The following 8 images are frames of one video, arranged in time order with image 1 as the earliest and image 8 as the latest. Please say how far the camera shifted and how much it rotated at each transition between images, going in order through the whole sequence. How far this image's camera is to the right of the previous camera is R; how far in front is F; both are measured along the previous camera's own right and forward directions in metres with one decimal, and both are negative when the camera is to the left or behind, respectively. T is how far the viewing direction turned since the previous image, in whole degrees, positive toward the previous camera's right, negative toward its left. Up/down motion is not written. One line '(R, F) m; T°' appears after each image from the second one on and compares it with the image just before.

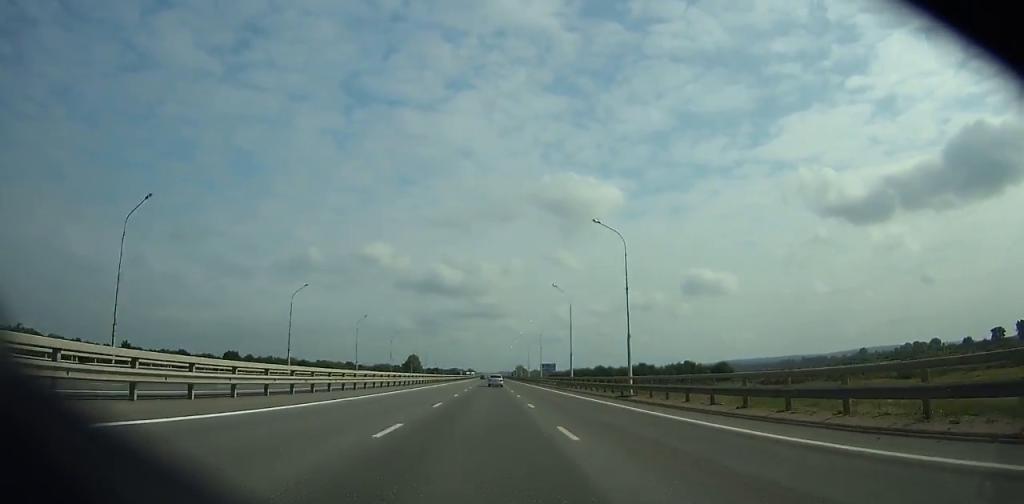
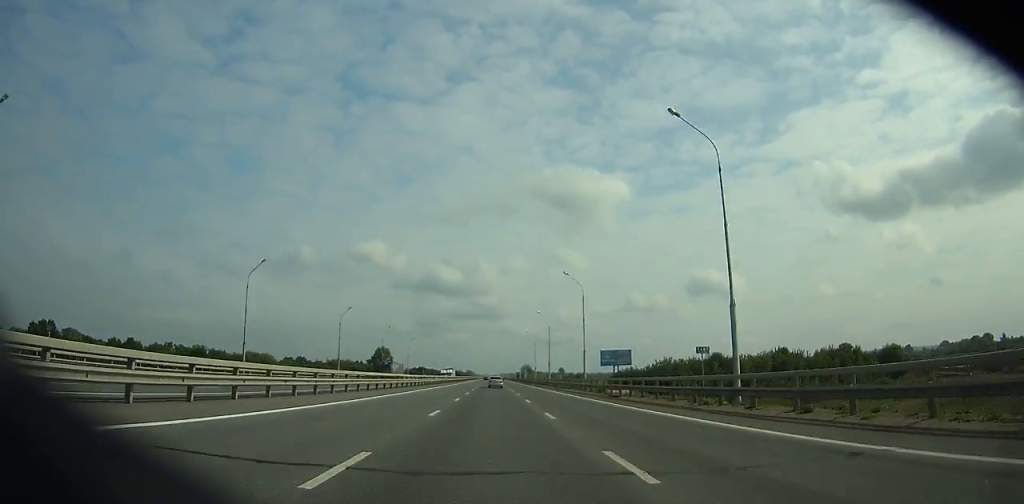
(-0.3, +134.3) m; 0°
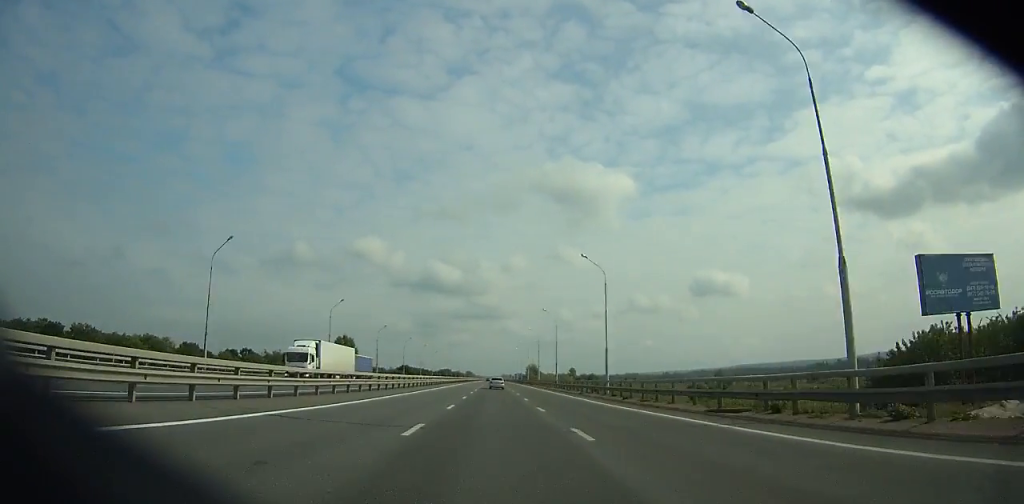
(+0.7, +88.2) m; 0°
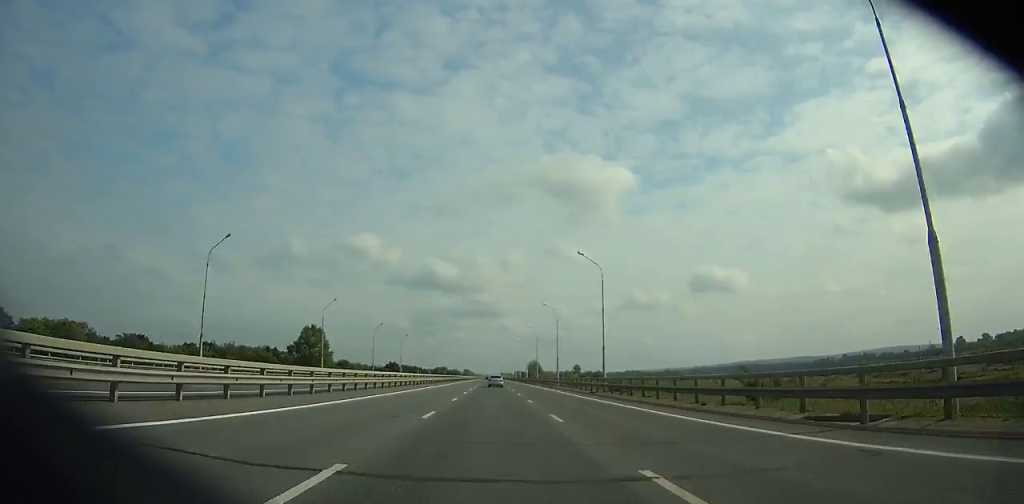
(0.0, +43.4) m; 0°
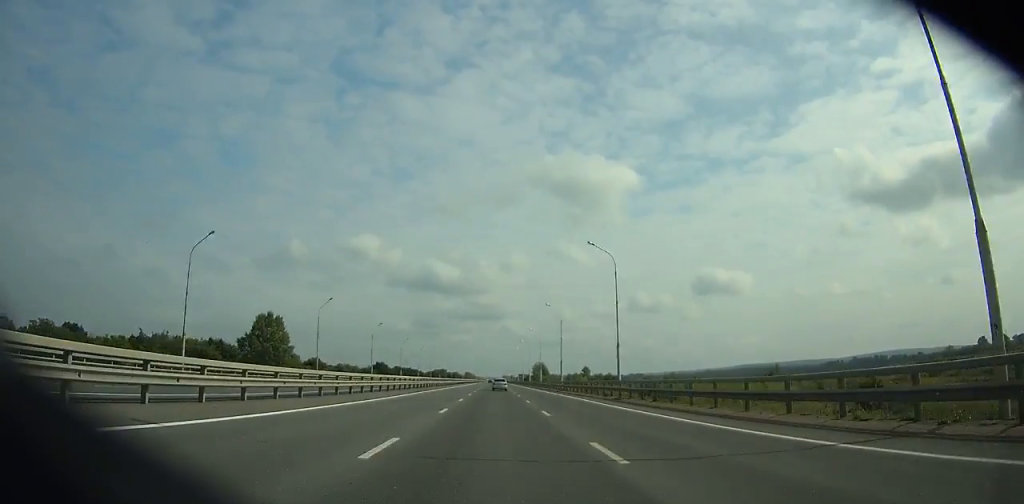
(0.0, +43.4) m; 0°
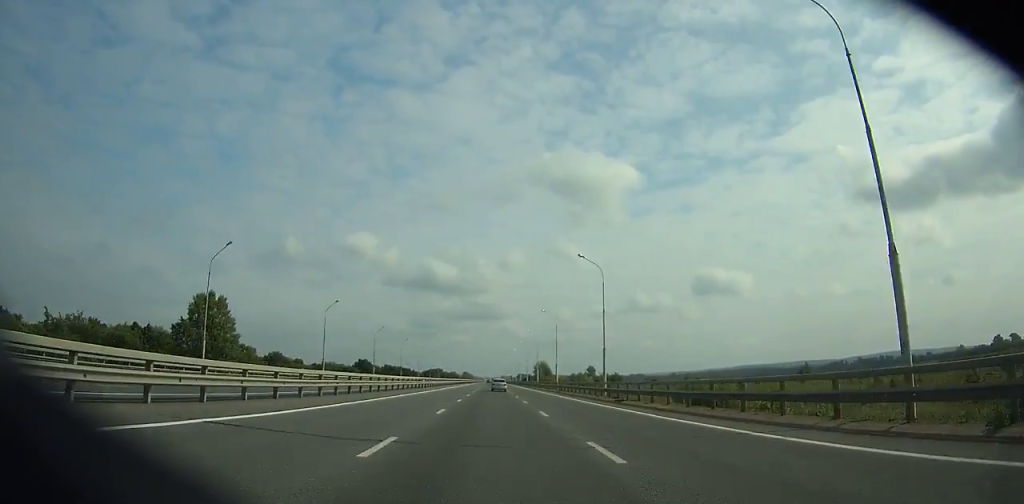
(-0.1, +35.5) m; 0°
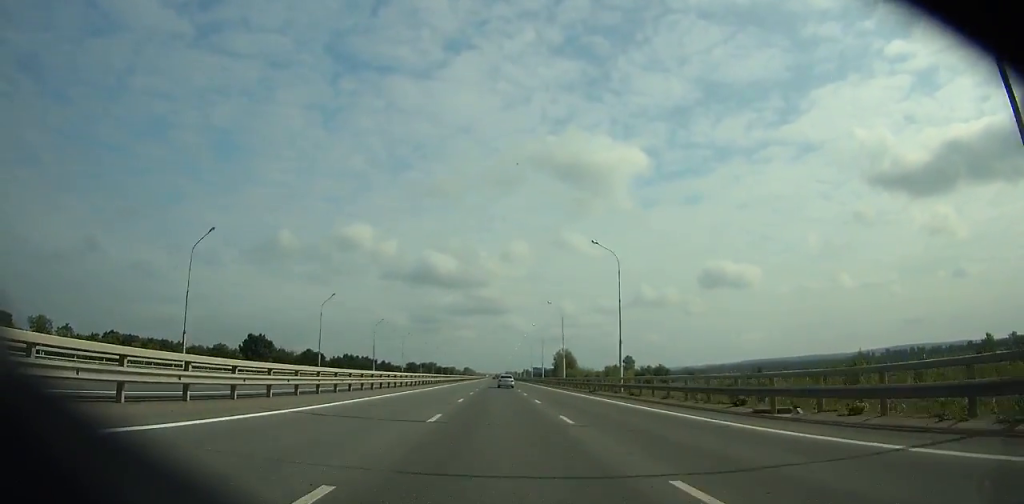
(-0.3, +122.3) m; 0°
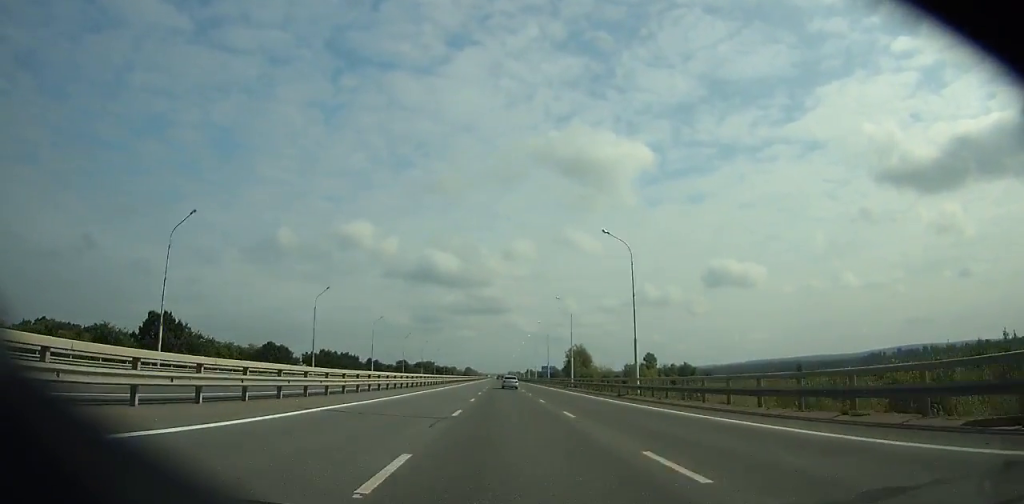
(0.0, +45.6) m; 0°
